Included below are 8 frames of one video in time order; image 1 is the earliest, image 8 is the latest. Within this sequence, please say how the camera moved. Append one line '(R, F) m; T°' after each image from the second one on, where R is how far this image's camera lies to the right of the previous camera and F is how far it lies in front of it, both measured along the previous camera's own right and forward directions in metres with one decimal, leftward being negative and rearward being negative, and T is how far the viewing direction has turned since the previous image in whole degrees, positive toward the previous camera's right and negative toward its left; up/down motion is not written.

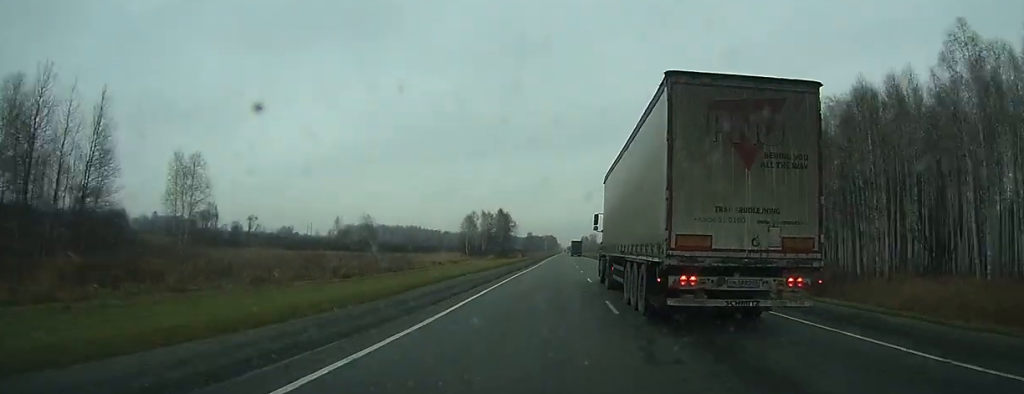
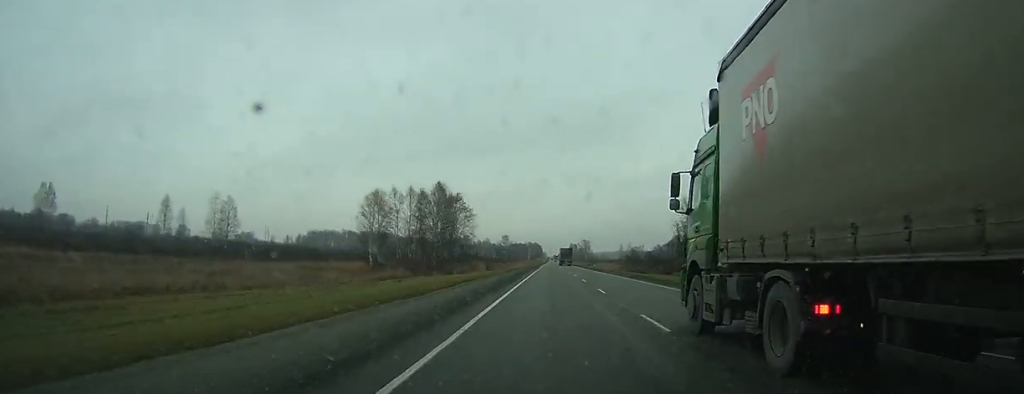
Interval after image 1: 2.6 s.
(+0.1, +72.6) m; +1°
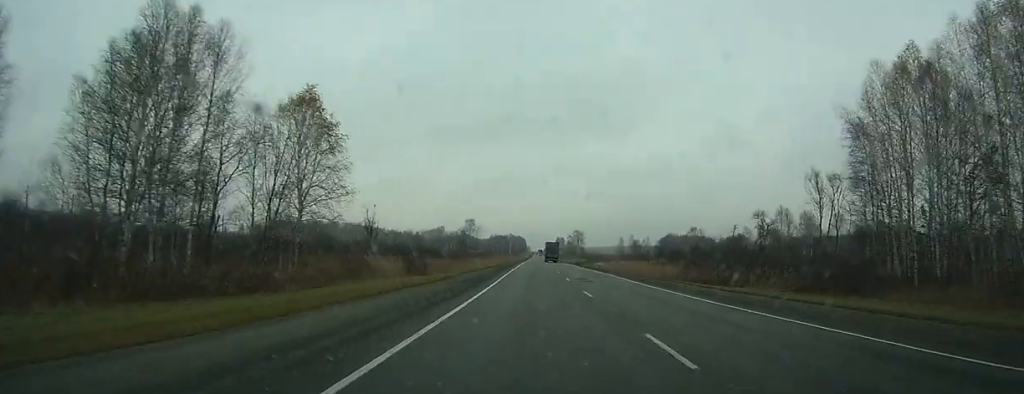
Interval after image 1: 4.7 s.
(+0.6, +62.5) m; +1°
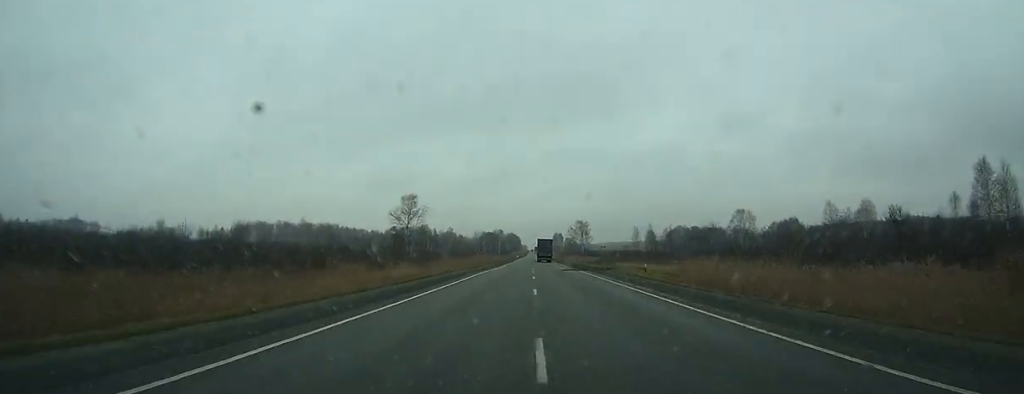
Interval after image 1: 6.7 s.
(+0.5, +59.9) m; +1°
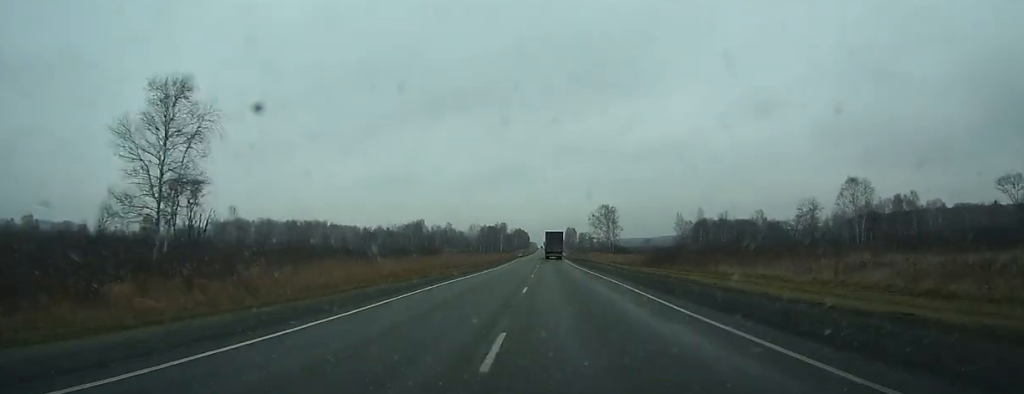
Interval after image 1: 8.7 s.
(+0.1, +60.0) m; 0°
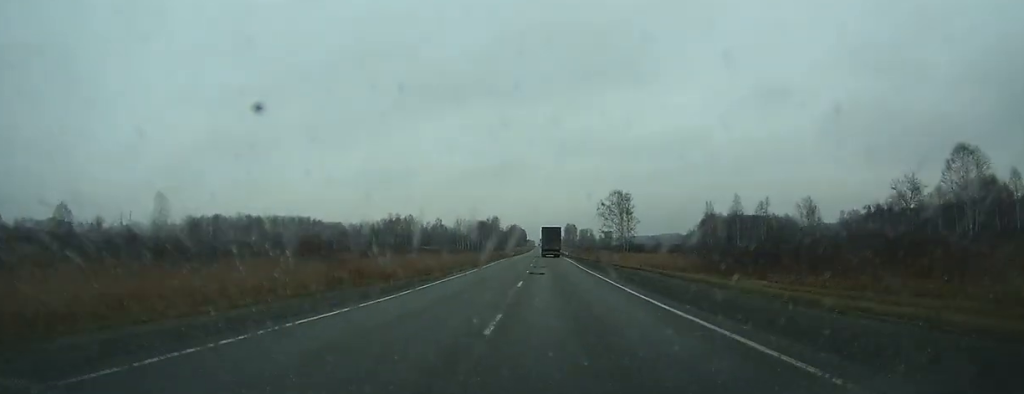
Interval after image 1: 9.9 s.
(-0.1, +33.8) m; 0°
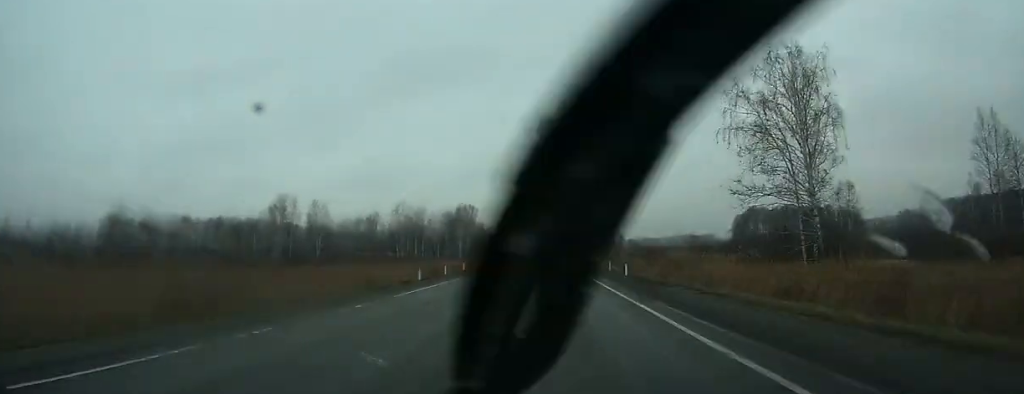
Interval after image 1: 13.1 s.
(-0.1, +94.1) m; 0°
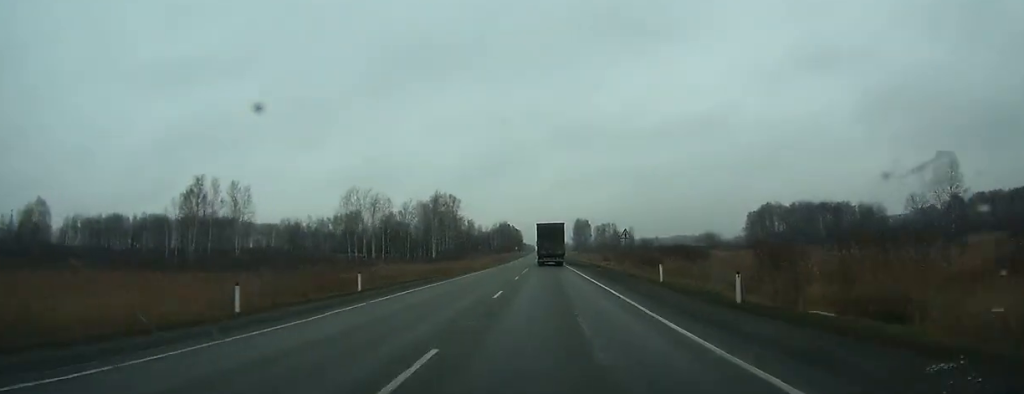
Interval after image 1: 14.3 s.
(0.0, +31.7) m; 0°
